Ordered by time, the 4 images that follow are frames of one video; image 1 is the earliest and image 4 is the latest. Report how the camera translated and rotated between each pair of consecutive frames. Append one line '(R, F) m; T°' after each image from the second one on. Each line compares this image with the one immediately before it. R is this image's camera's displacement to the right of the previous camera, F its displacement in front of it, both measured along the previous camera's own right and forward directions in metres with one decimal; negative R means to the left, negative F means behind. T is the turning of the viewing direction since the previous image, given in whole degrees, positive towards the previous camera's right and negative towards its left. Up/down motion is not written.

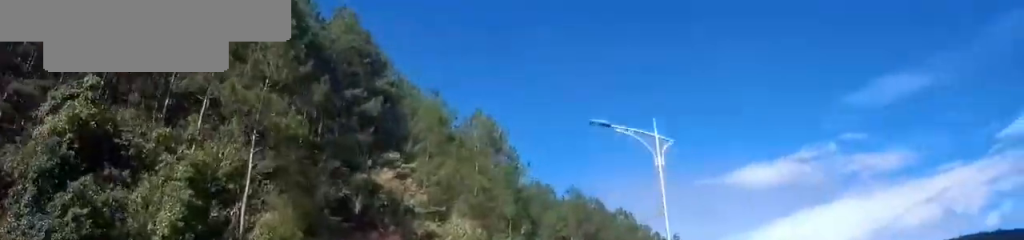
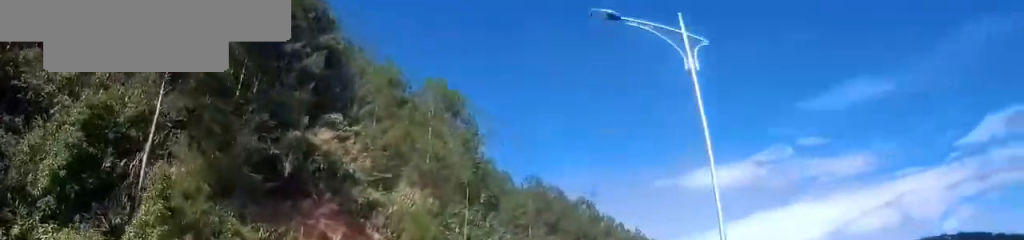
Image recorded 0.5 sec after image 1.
(-0.4, +5.9) m; +4°
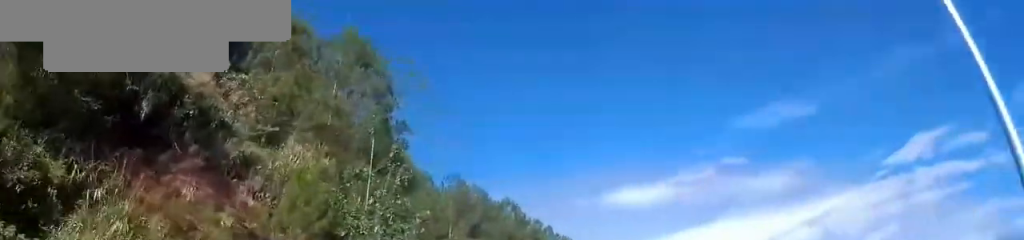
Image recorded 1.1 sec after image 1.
(+0.7, +7.4) m; +9°
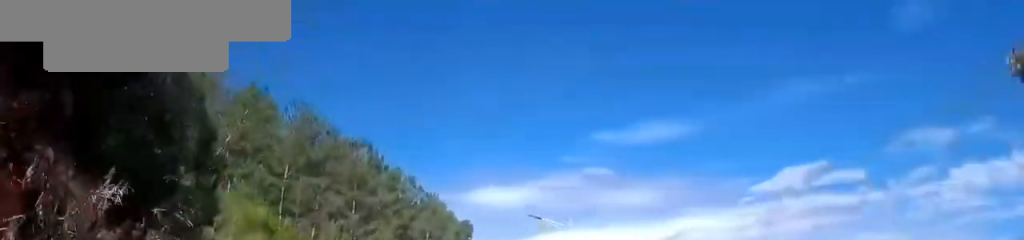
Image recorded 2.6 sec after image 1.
(+3.3, +16.5) m; +19°
